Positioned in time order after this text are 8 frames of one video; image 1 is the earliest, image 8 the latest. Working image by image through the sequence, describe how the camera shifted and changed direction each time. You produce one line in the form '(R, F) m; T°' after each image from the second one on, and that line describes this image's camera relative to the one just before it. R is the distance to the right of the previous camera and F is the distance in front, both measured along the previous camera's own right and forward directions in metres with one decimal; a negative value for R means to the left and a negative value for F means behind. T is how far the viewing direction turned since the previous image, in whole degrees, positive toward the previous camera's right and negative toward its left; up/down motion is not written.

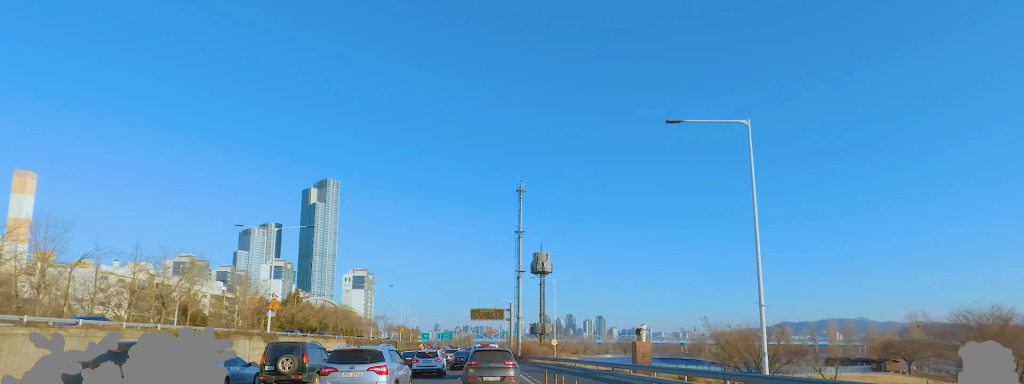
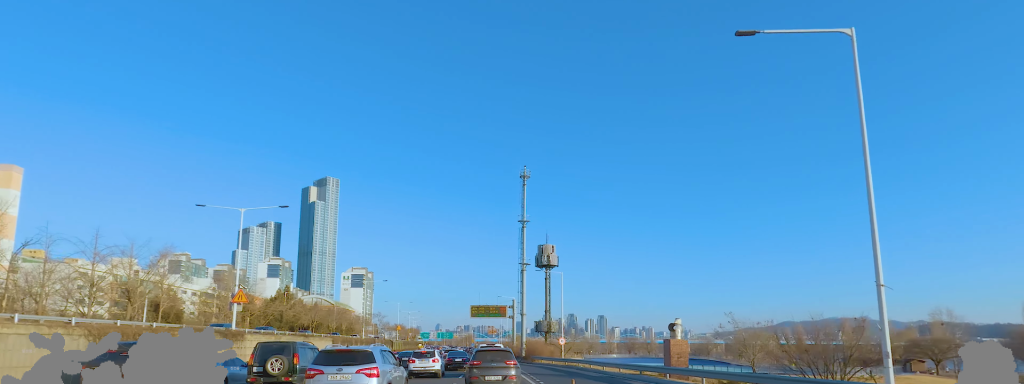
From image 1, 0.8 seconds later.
(-0.2, +6.9) m; -1°
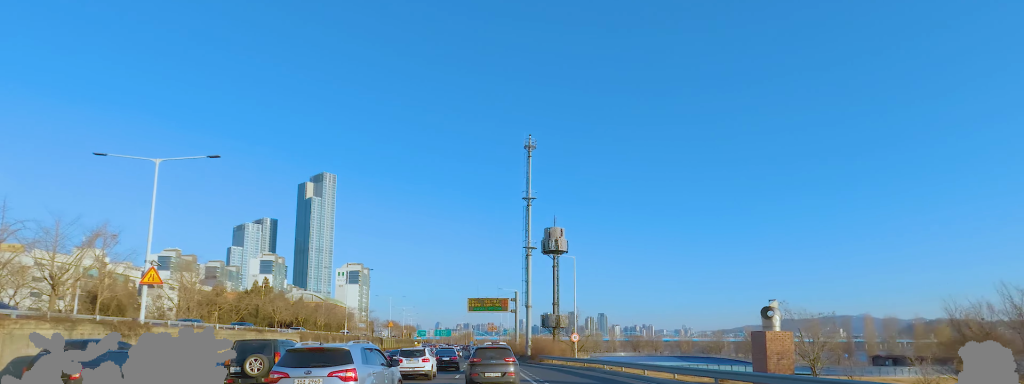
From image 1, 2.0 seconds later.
(+0.2, +10.3) m; +1°
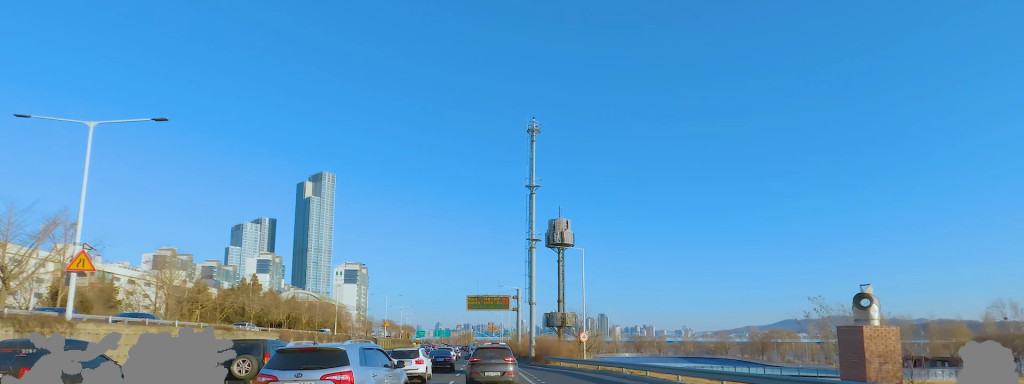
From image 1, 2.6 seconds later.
(0.0, +4.9) m; 0°
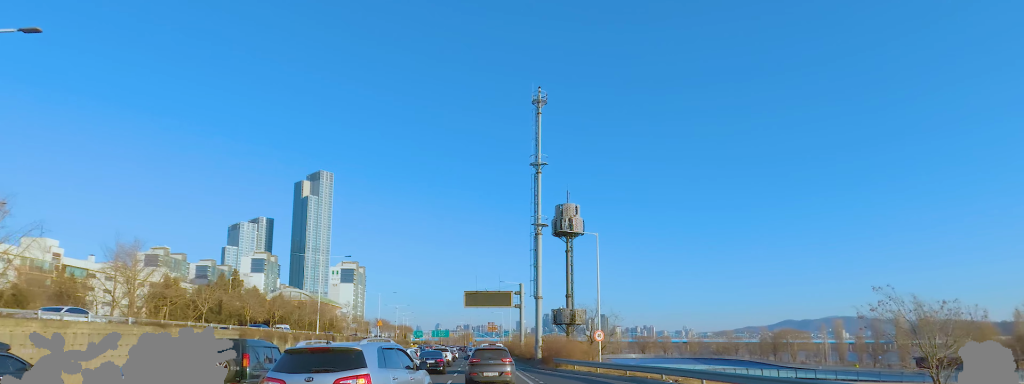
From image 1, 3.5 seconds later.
(0.0, +7.0) m; 0°
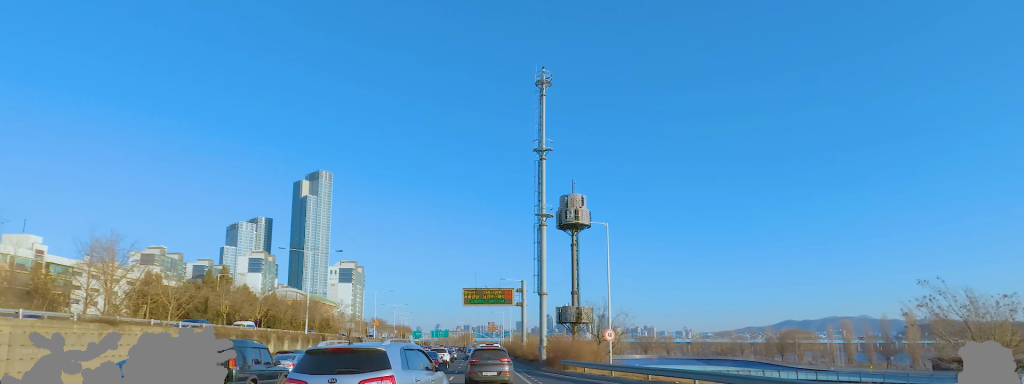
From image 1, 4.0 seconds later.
(0.0, +3.8) m; 0°
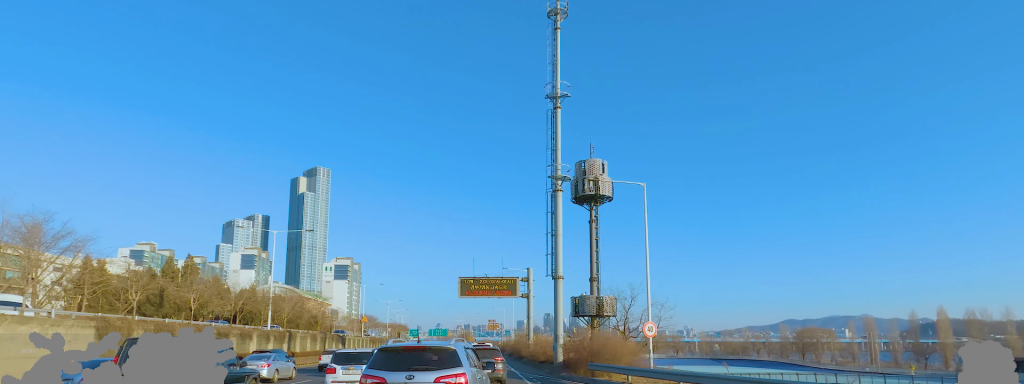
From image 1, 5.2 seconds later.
(0.0, +9.8) m; 0°
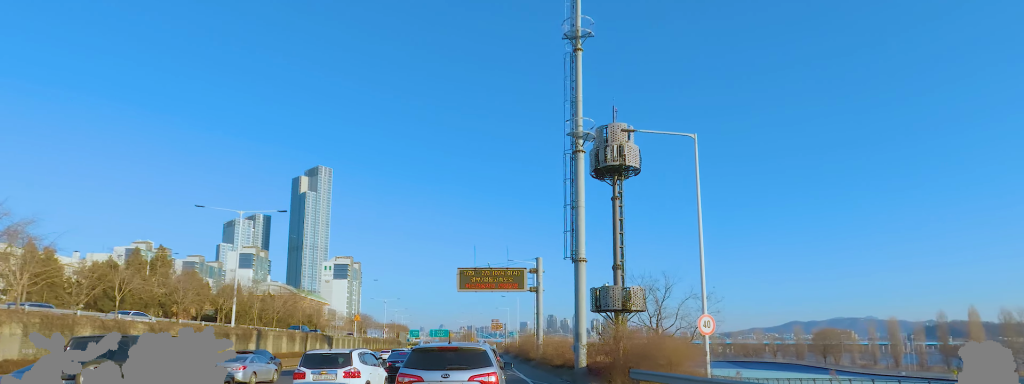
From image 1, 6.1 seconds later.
(0.0, +7.2) m; +3°
